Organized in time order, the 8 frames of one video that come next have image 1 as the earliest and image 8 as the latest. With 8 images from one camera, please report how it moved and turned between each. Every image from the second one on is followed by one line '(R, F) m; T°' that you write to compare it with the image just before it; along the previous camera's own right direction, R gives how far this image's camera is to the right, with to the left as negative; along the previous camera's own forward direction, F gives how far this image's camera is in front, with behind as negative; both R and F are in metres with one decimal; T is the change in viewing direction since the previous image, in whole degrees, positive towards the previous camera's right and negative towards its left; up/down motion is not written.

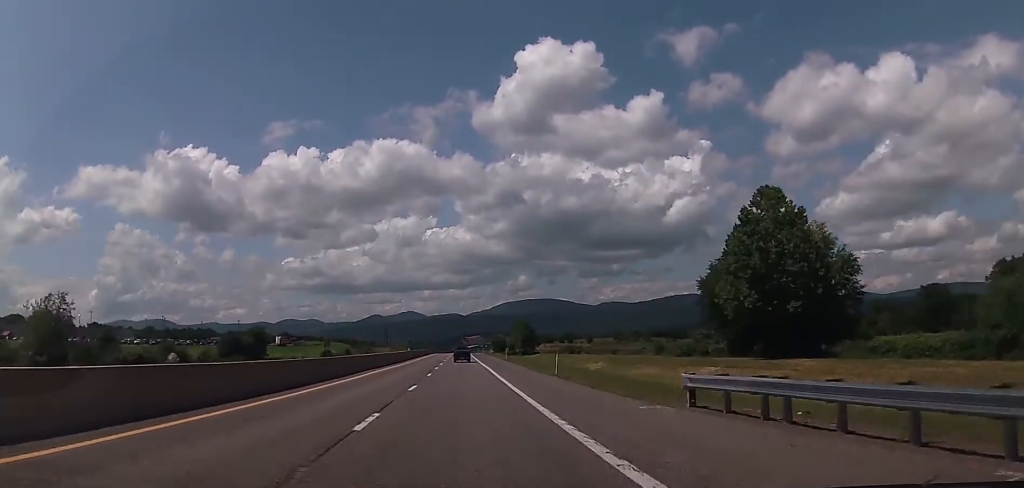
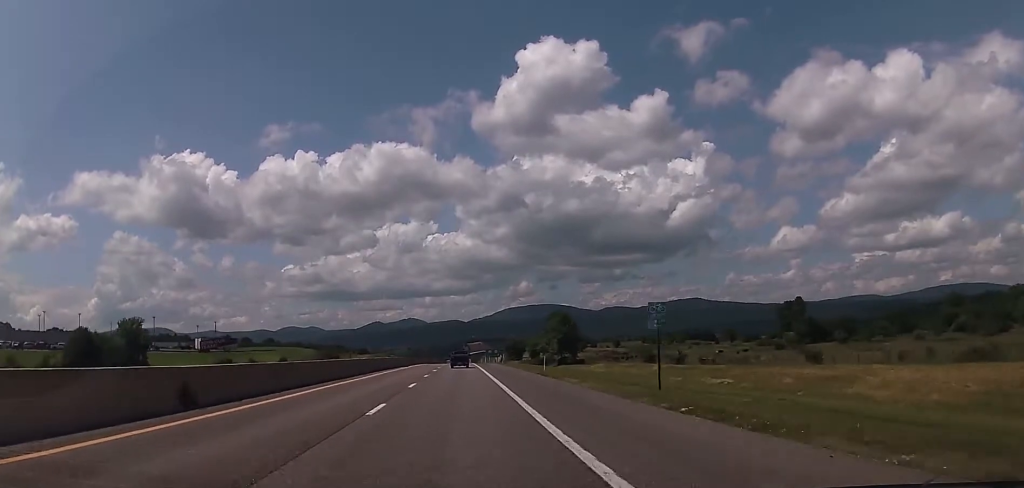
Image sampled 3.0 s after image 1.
(-1.2, +85.8) m; 0°
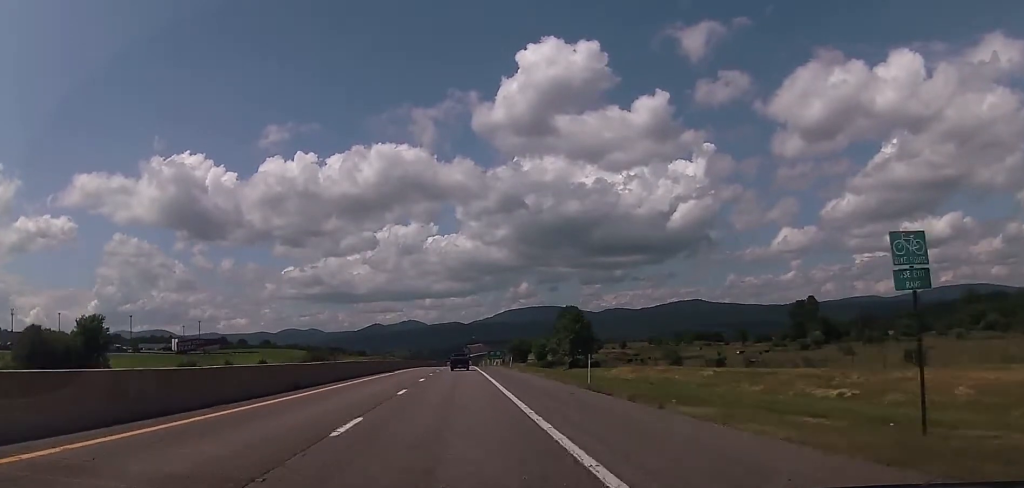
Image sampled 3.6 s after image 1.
(0.0, +16.2) m; 0°
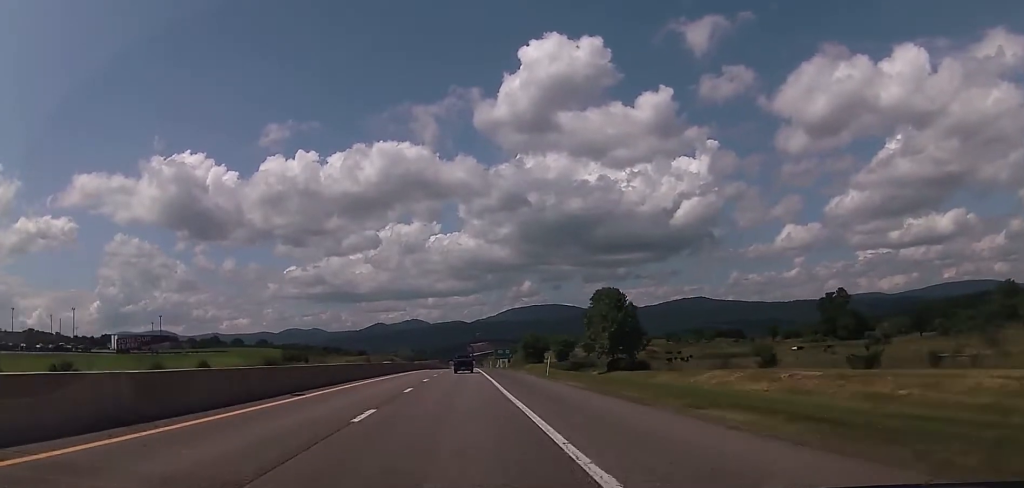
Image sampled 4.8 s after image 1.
(+0.1, +34.3) m; 0°
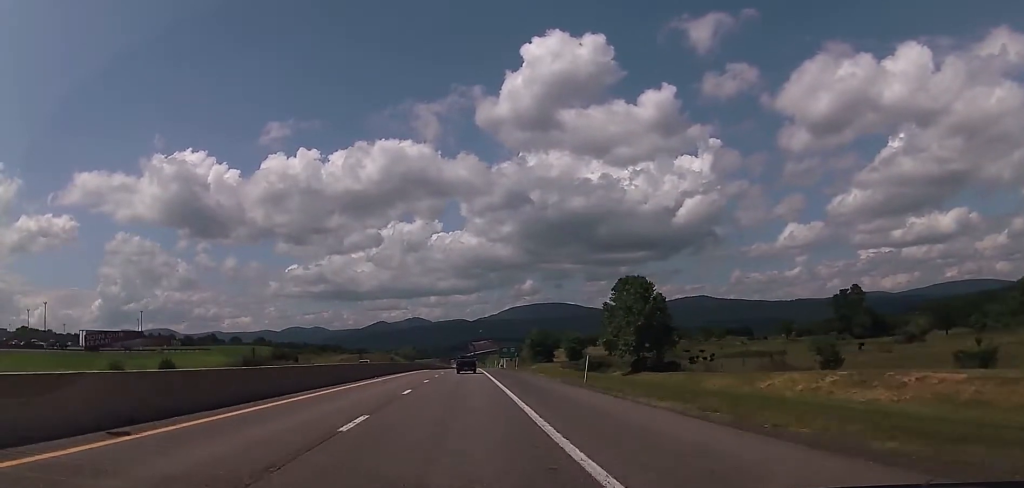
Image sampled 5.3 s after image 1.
(0.0, +14.1) m; 0°
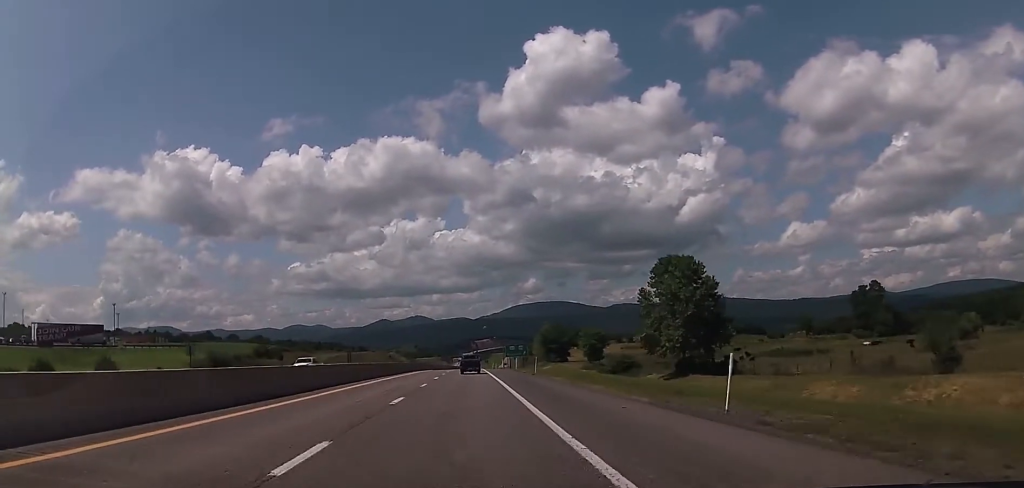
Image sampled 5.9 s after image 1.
(+0.1, +17.7) m; -1°
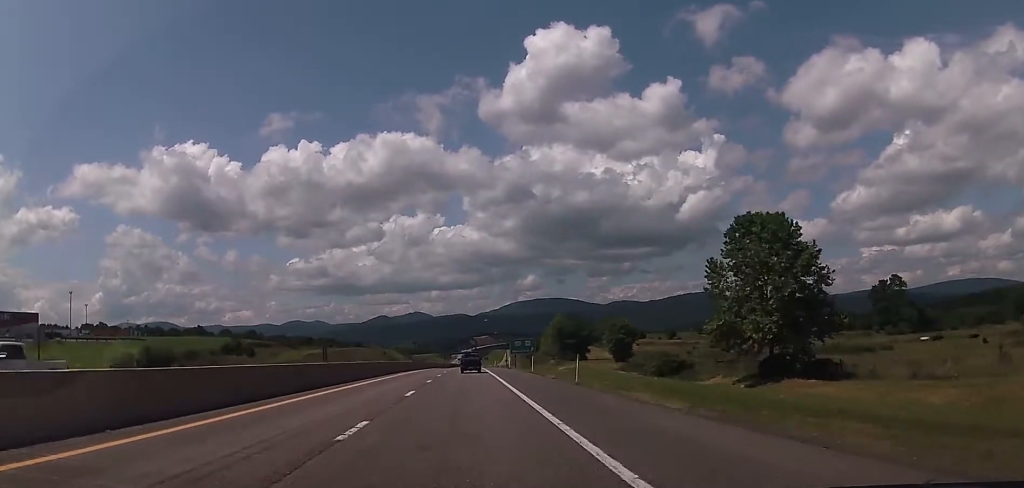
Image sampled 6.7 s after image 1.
(-0.3, +21.2) m; 0°
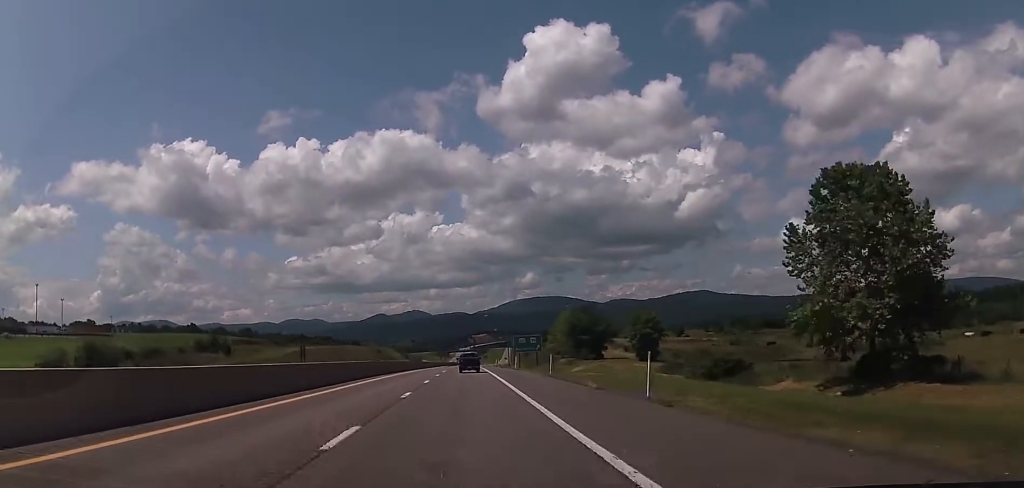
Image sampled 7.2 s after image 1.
(+0.1, +13.8) m; 0°
